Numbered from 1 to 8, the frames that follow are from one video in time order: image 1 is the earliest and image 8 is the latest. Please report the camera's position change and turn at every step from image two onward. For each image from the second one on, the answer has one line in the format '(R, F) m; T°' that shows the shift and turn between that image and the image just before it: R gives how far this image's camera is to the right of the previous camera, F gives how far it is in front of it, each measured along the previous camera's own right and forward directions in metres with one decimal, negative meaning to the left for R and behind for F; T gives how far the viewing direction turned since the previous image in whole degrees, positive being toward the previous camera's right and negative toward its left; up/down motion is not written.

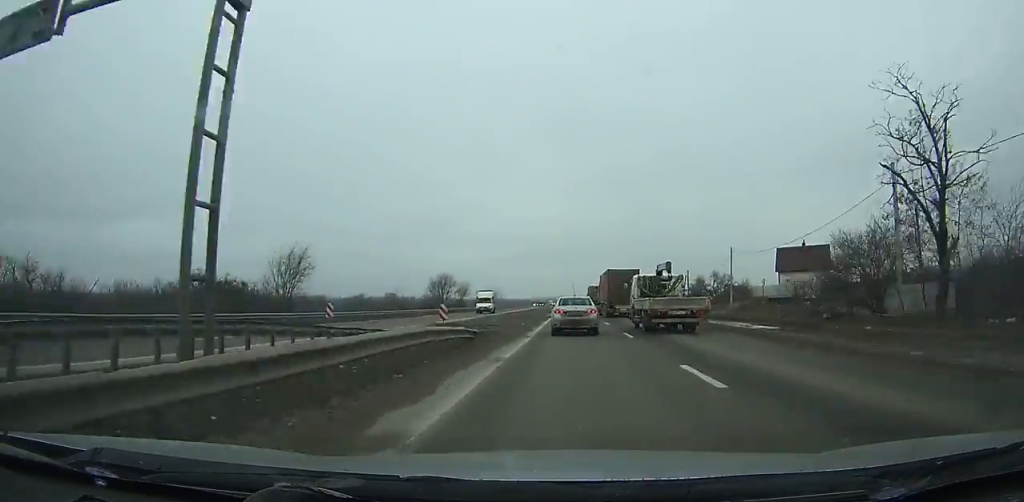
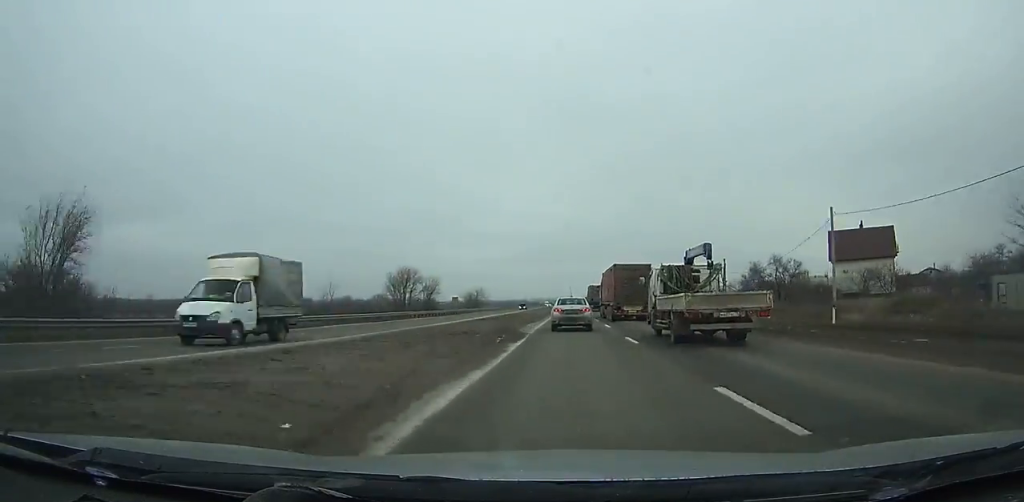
(0.0, +27.3) m; 0°
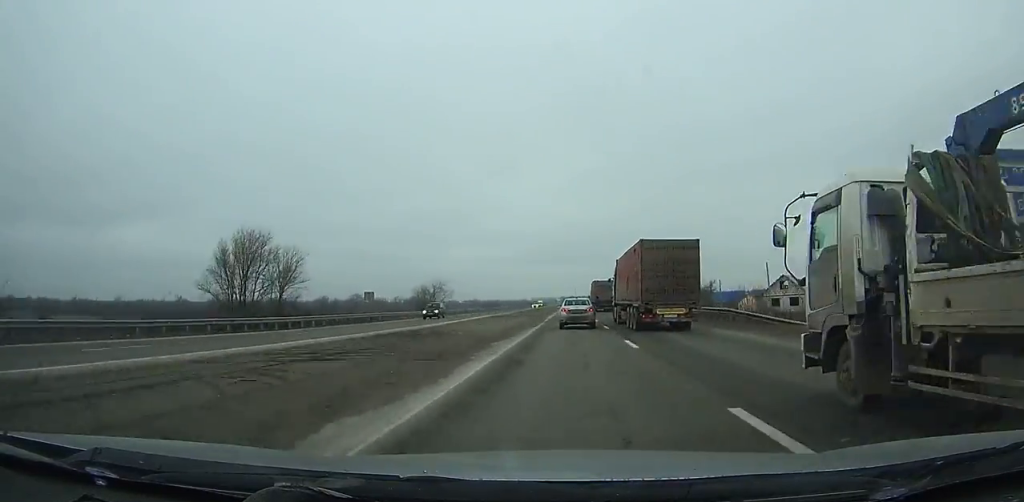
(+0.1, +48.8) m; 0°
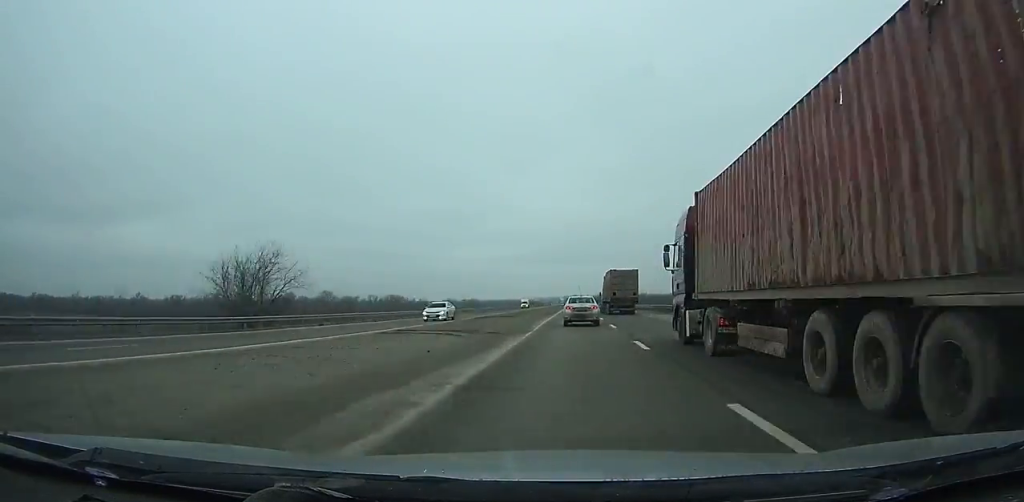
(-0.1, +59.9) m; 0°
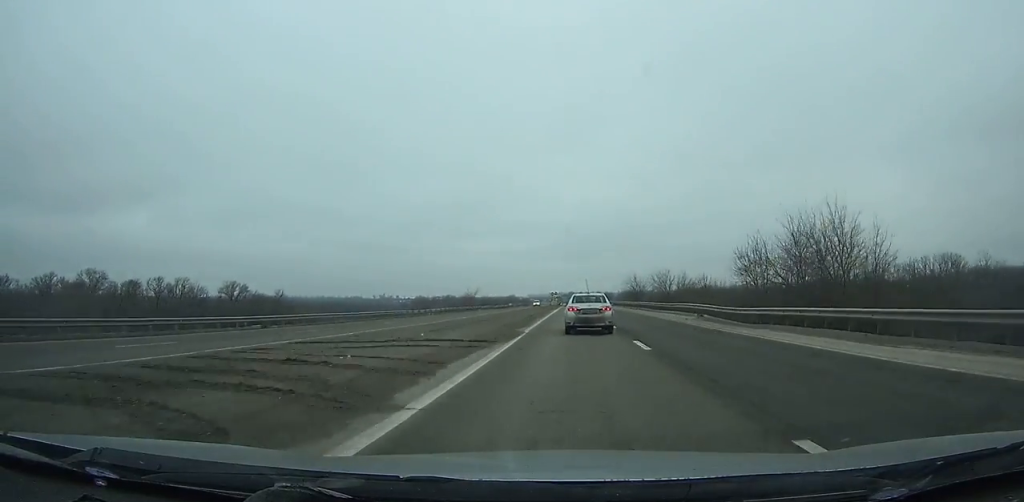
(+0.5, +185.2) m; +1°
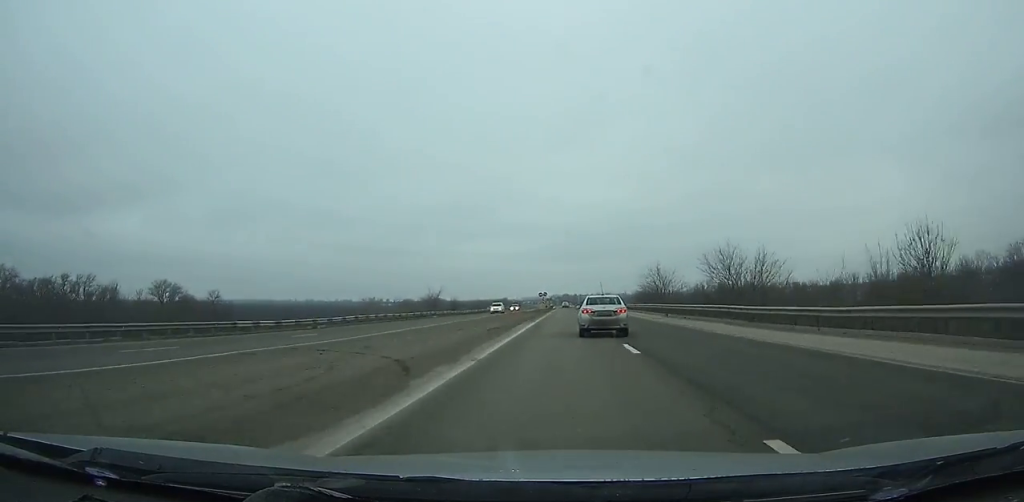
(+0.2, +35.1) m; 0°
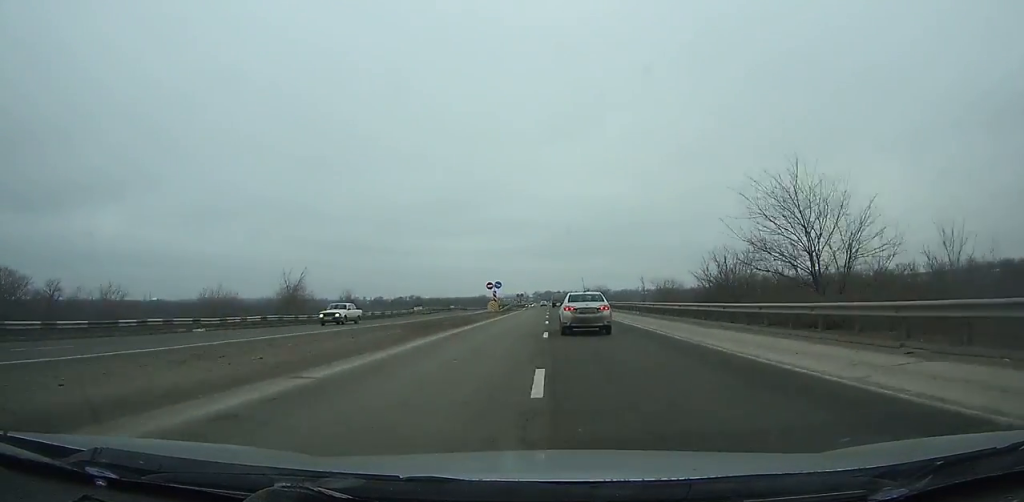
(+0.7, +52.2) m; 0°
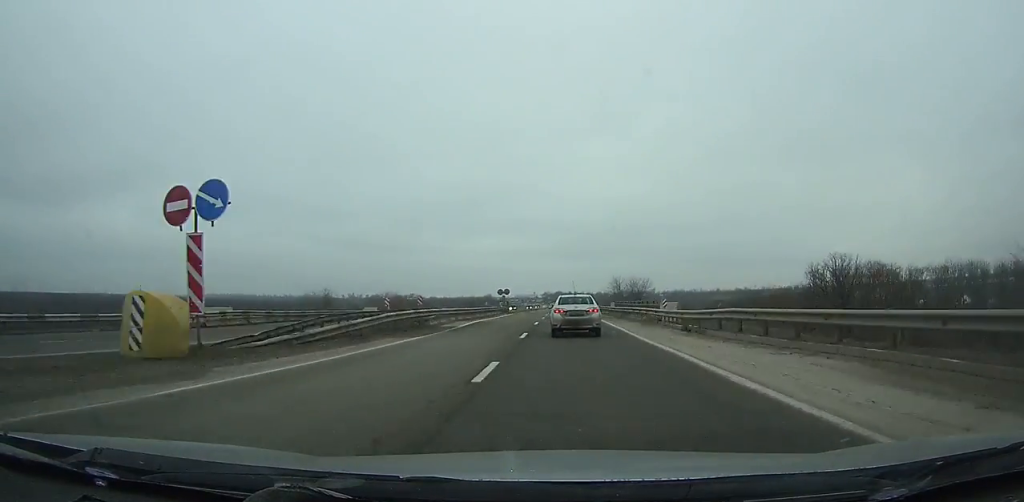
(-0.3, +57.3) m; -1°
